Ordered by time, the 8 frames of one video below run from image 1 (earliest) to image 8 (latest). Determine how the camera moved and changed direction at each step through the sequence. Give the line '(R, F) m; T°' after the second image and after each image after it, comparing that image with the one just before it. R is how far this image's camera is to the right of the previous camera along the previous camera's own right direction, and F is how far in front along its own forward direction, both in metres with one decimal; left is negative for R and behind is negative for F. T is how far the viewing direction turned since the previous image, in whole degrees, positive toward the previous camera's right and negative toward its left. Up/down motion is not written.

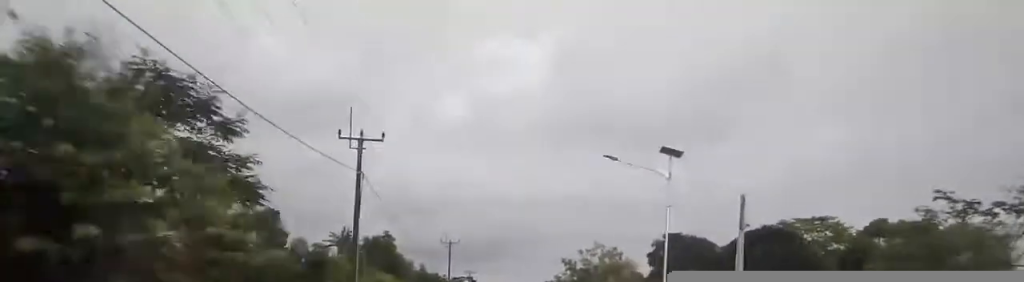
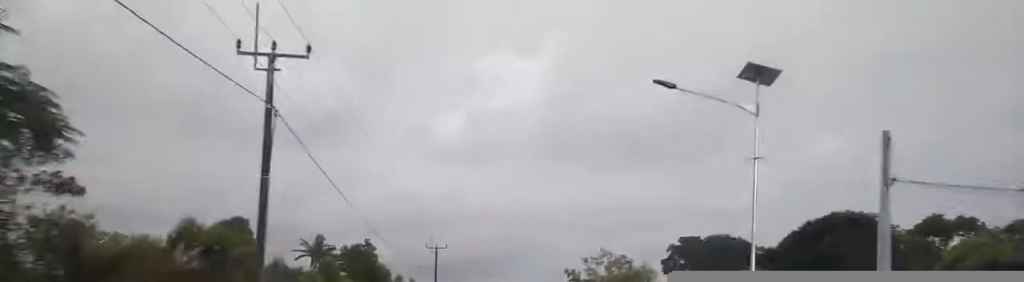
(+0.3, +12.3) m; -1°
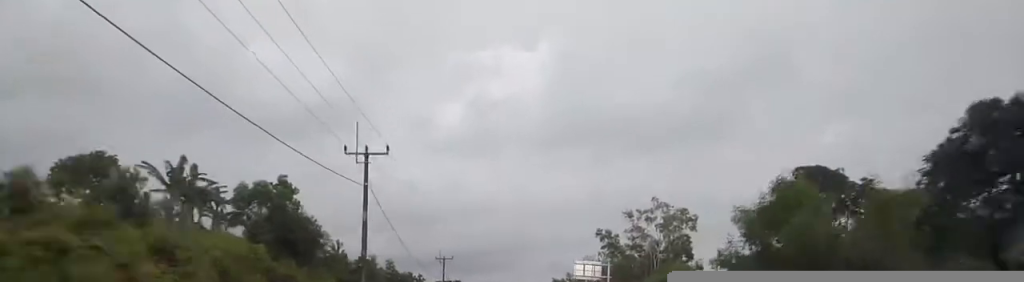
(-0.6, +35.1) m; +2°
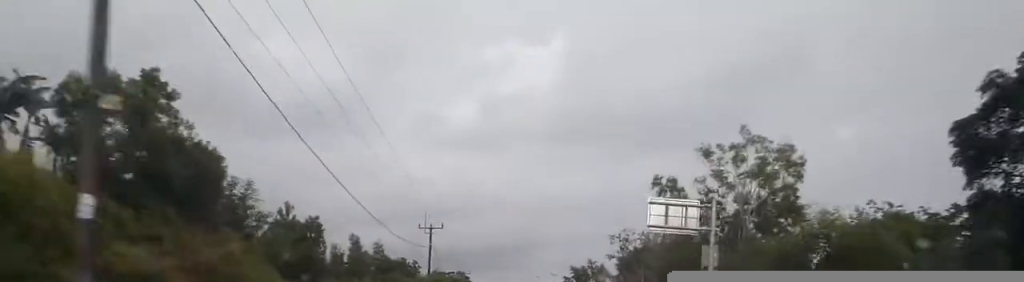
(+0.4, +23.8) m; +1°
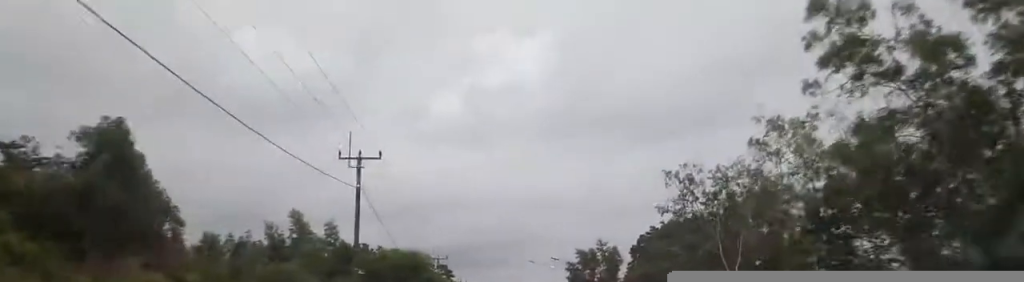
(-0.5, +26.2) m; -3°
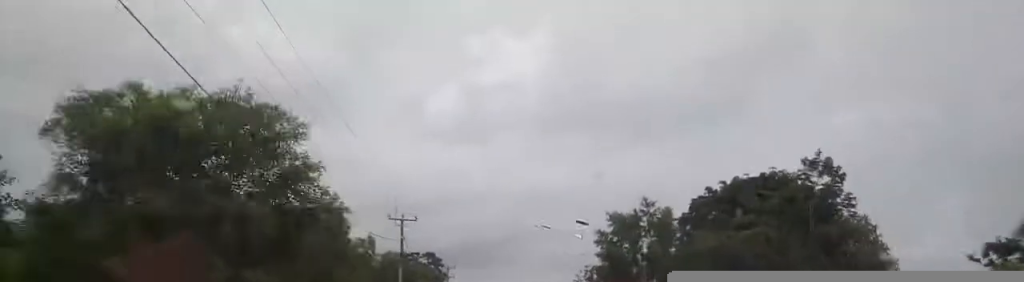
(-0.6, +29.4) m; -1°
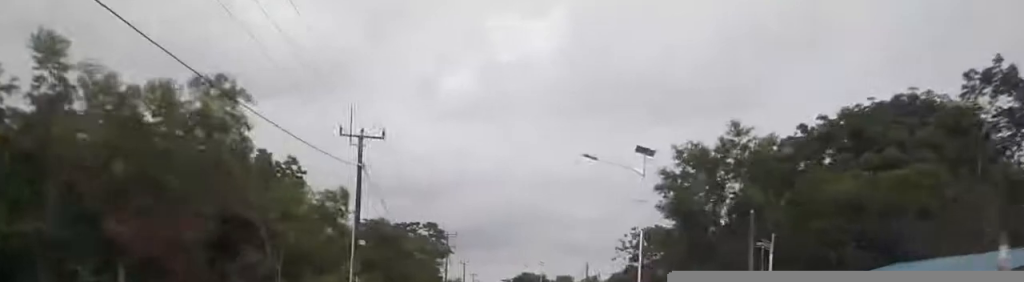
(+0.1, +20.8) m; 0°
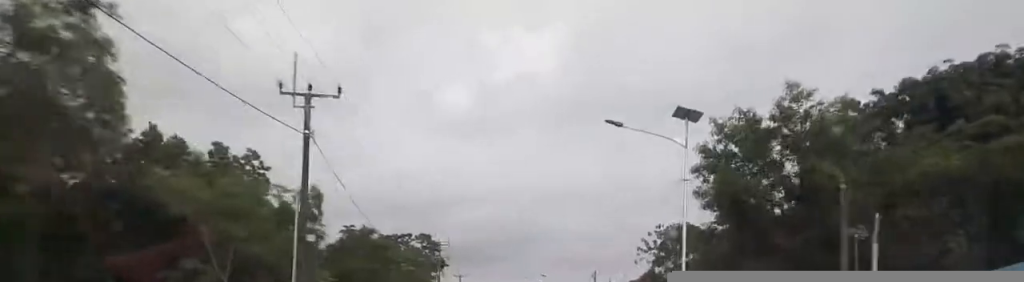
(0.0, +8.6) m; 0°
